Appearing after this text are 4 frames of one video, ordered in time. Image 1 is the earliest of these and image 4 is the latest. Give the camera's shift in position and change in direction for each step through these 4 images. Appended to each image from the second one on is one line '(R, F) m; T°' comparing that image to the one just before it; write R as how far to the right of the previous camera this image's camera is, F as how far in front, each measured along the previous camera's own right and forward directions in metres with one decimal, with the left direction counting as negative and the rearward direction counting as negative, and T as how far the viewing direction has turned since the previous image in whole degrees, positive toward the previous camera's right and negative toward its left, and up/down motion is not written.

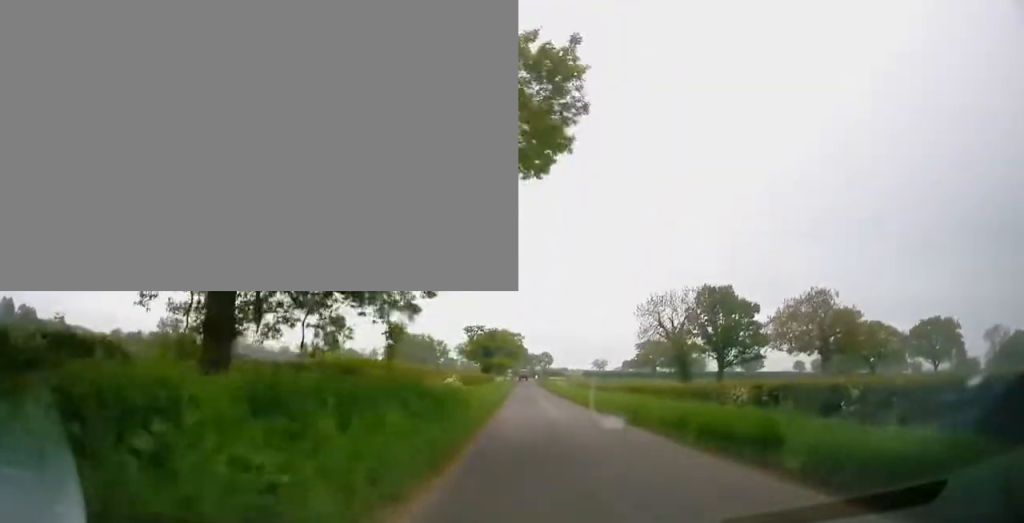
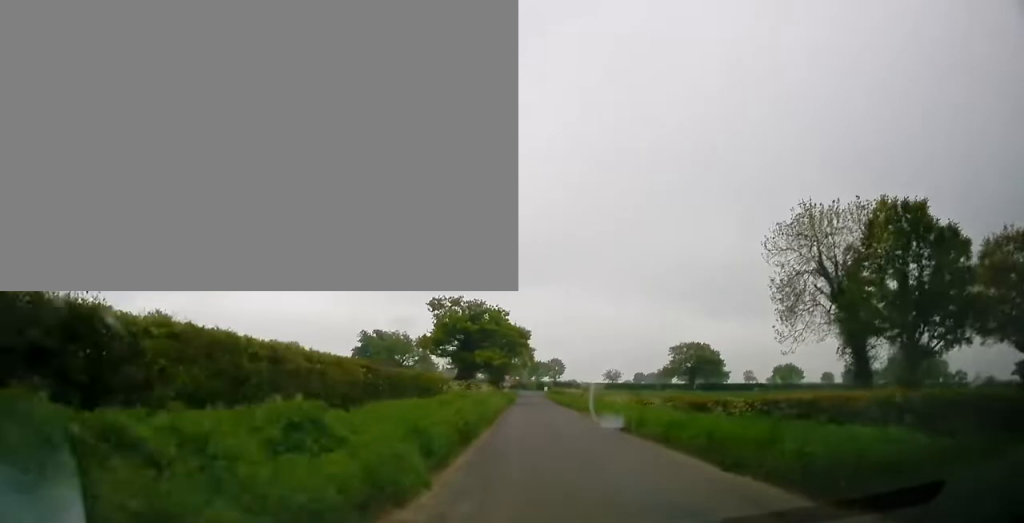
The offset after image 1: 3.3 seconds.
(-0.2, +42.2) m; -1°
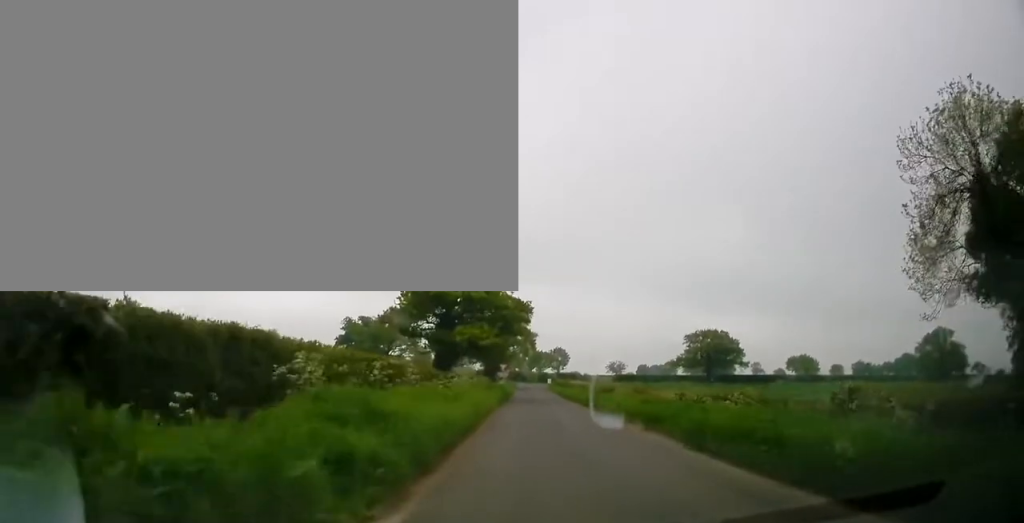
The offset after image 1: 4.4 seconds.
(-0.1, +15.1) m; 0°
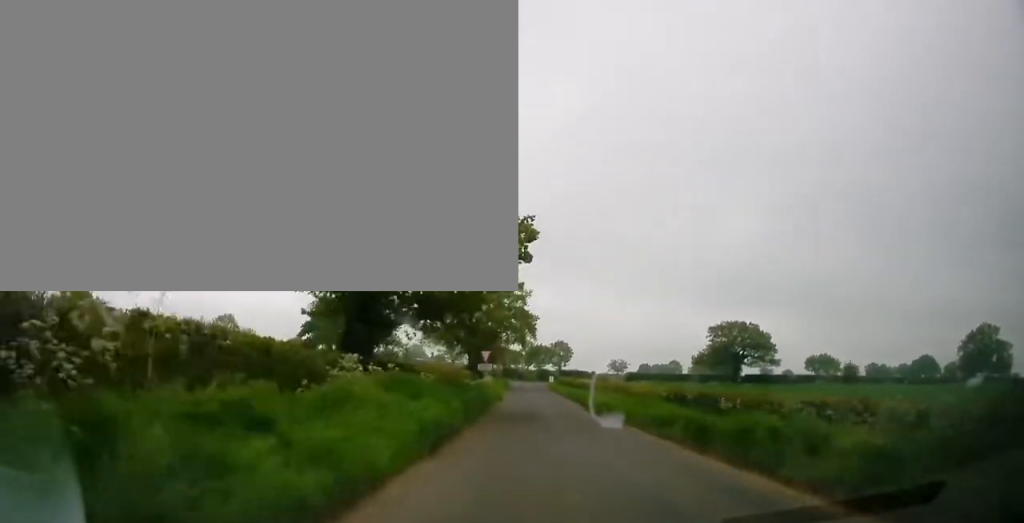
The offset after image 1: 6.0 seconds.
(+0.4, +21.5) m; +2°
